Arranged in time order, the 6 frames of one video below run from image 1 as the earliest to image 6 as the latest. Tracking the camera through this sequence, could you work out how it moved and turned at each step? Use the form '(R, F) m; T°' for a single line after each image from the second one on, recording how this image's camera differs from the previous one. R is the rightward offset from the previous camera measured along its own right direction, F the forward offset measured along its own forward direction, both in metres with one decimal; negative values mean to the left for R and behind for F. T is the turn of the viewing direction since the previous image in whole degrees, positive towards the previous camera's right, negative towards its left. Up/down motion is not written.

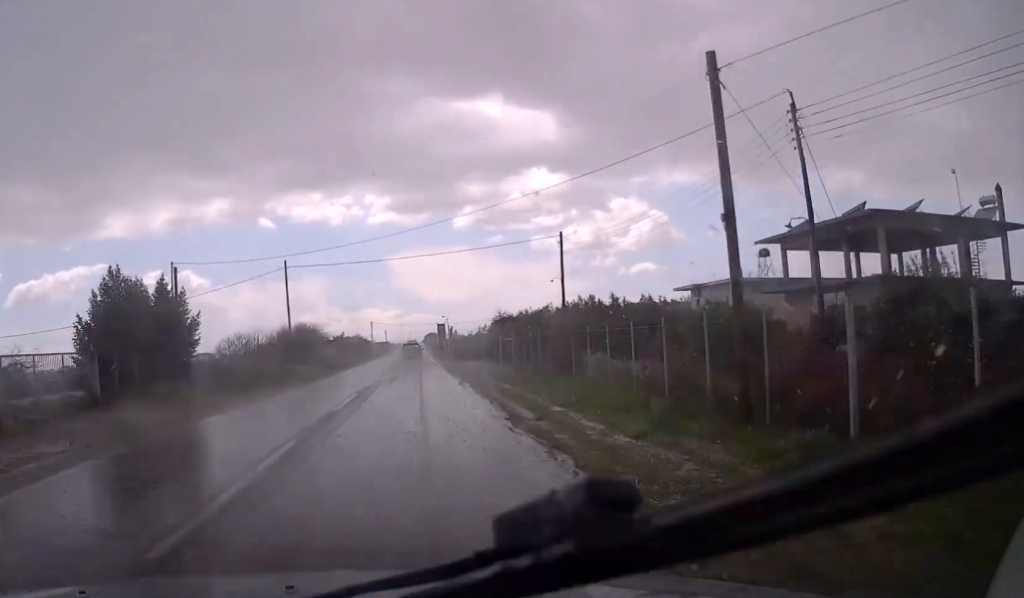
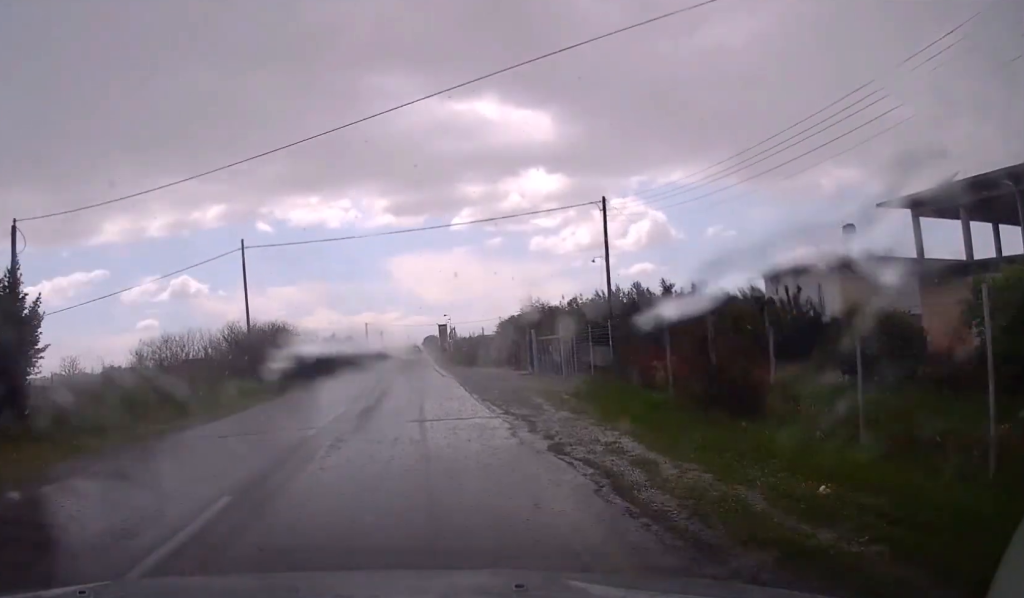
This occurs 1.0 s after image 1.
(-0.1, +15.1) m; -1°
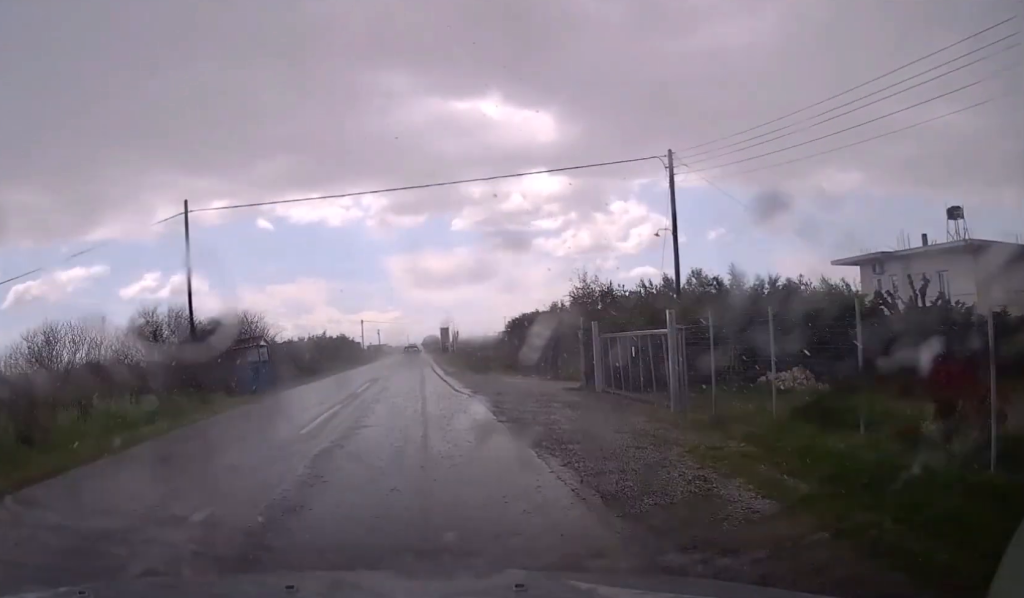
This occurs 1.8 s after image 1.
(-0.1, +12.7) m; 0°
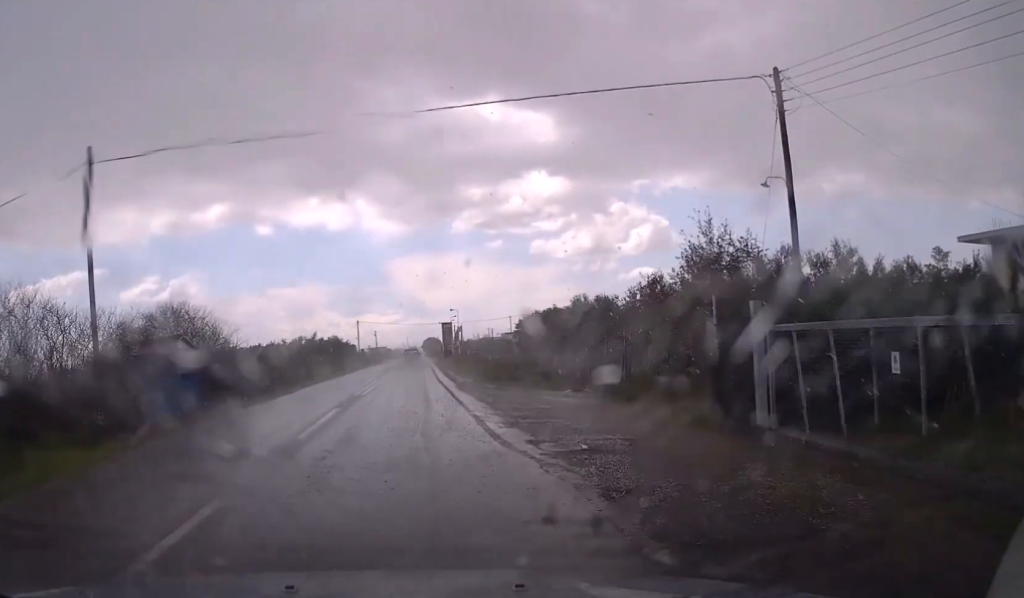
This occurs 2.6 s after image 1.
(0.0, +11.2) m; 0°
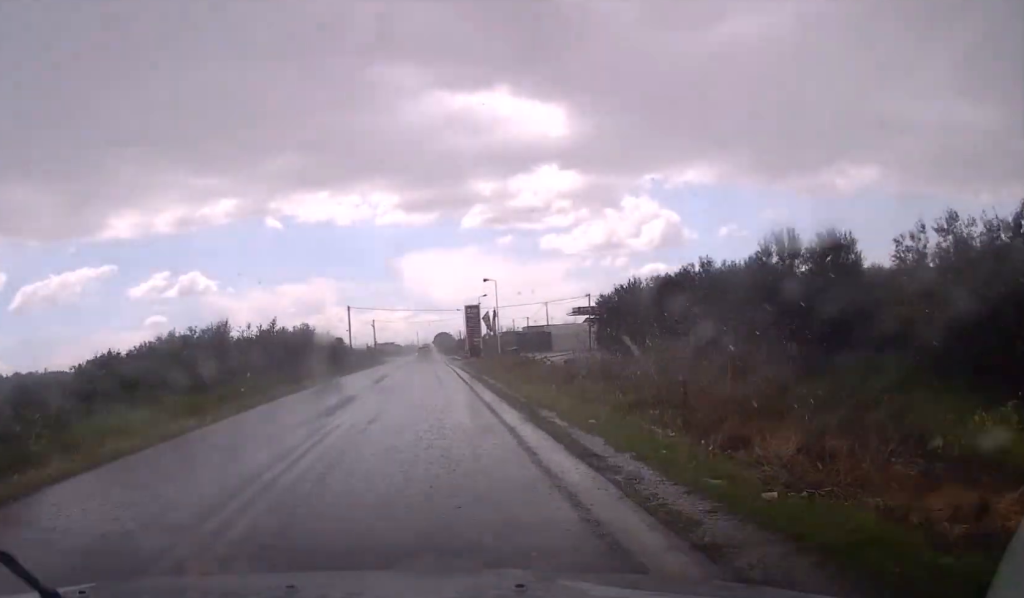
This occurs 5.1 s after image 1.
(+0.1, +38.4) m; 0°
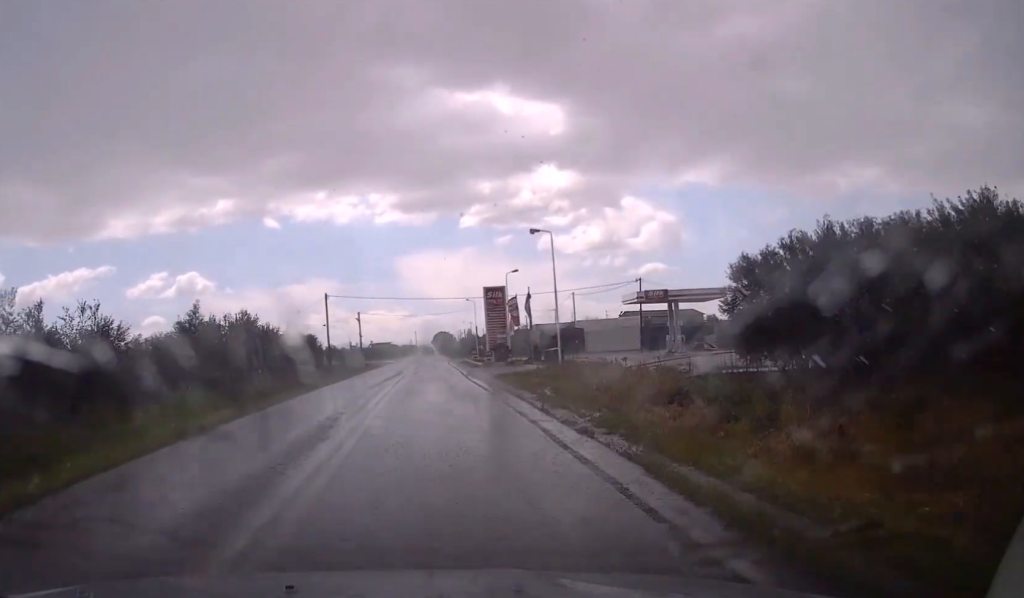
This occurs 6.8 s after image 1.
(-0.4, +25.7) m; -1°
